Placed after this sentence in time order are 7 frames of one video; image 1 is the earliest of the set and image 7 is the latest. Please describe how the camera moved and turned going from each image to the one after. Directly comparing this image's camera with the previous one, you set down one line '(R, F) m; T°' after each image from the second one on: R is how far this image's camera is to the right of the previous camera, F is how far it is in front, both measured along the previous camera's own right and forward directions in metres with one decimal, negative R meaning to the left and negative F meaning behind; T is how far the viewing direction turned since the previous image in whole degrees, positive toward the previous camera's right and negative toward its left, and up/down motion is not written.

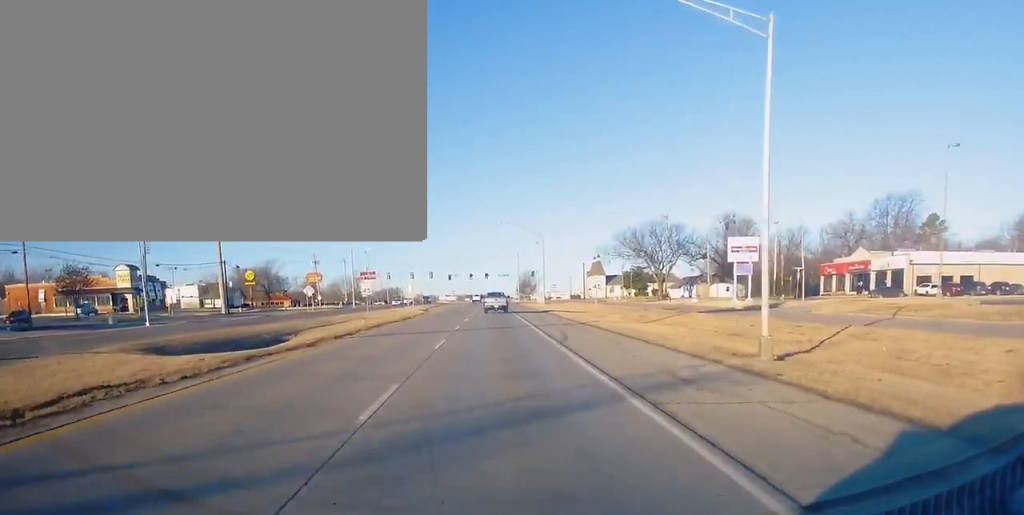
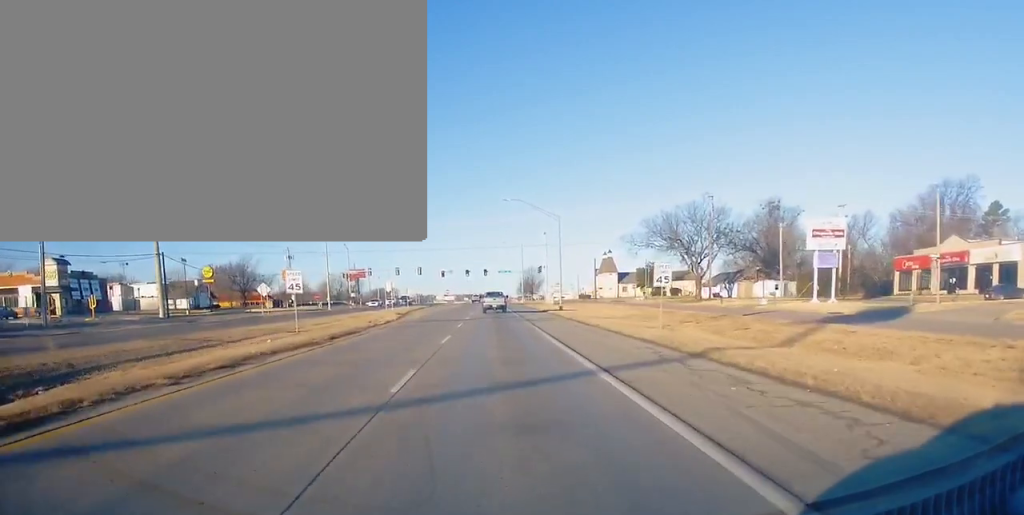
(+0.7, +24.2) m; +2°
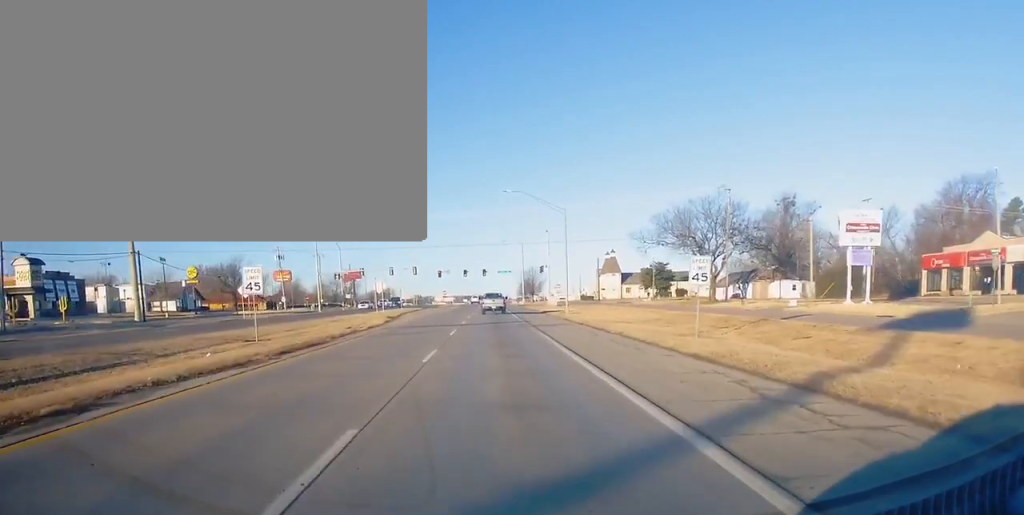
(0.0, +7.2) m; 0°
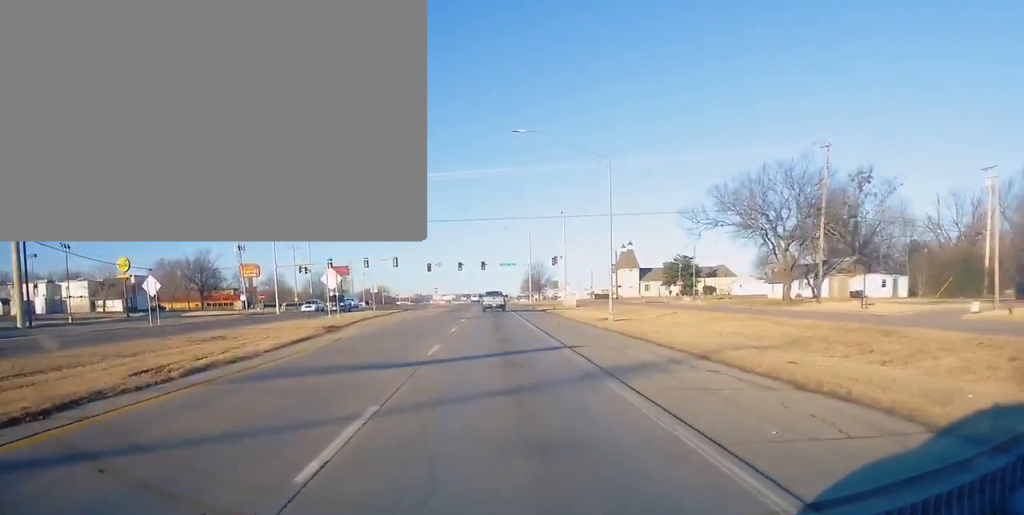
(-0.4, +25.8) m; -2°
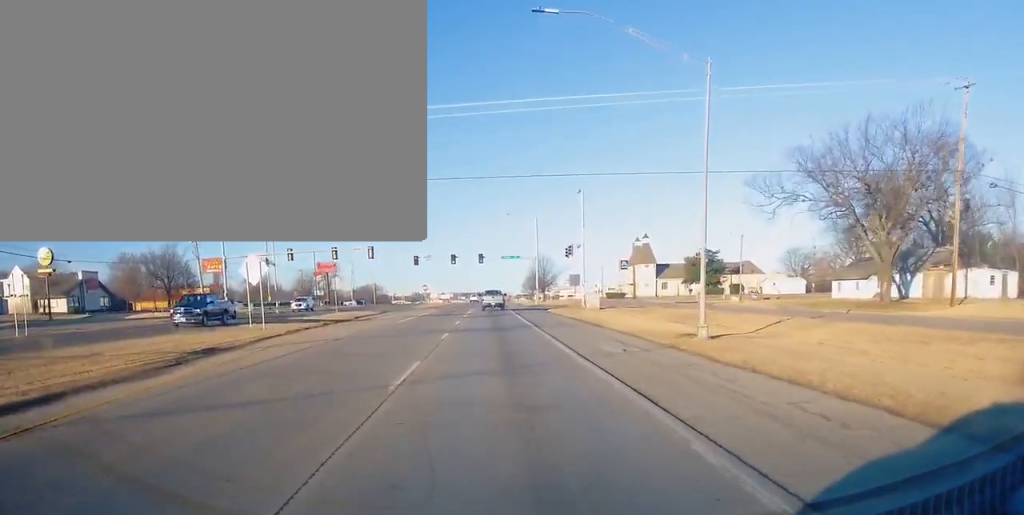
(0.0, +20.2) m; +1°
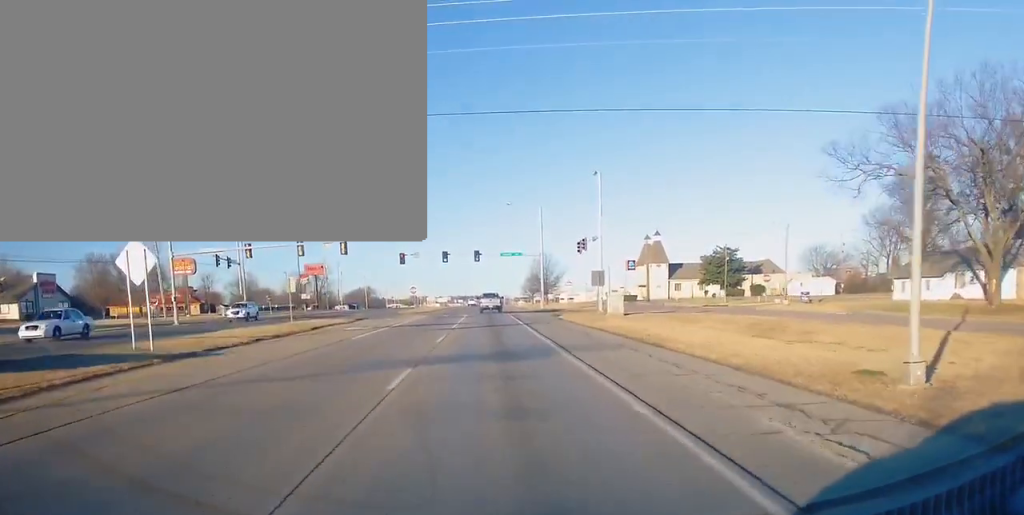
(+0.2, +14.0) m; +1°
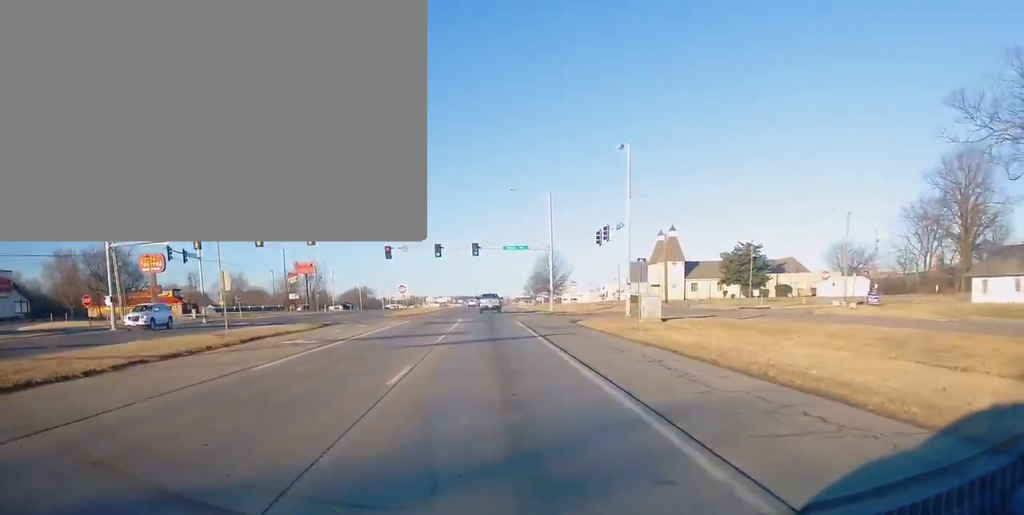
(0.0, +12.6) m; 0°
